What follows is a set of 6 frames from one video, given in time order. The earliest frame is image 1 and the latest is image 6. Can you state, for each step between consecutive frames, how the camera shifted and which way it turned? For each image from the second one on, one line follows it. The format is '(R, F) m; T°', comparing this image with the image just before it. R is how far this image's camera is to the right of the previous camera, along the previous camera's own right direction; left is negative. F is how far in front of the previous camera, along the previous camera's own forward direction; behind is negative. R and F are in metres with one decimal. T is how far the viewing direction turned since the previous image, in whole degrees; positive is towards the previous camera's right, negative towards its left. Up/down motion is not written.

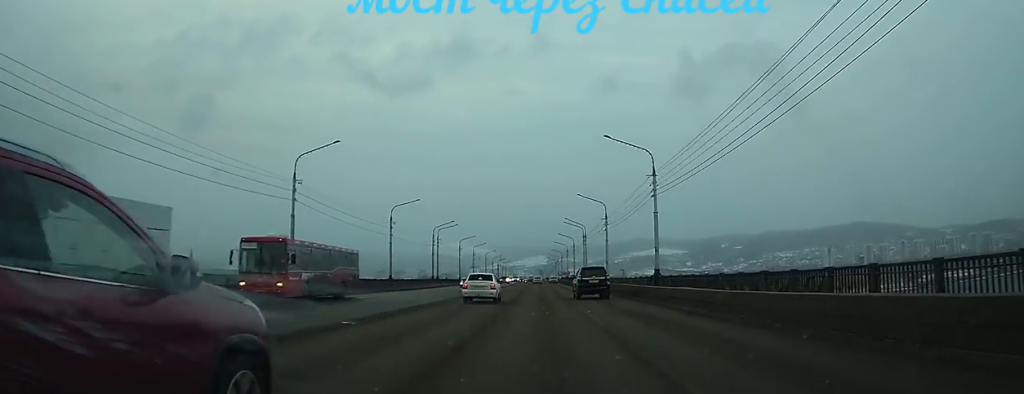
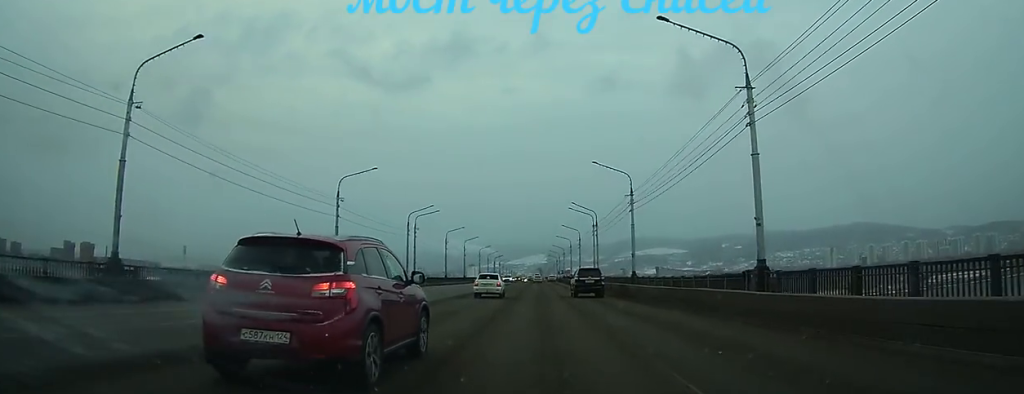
(-0.1, +19.6) m; 0°
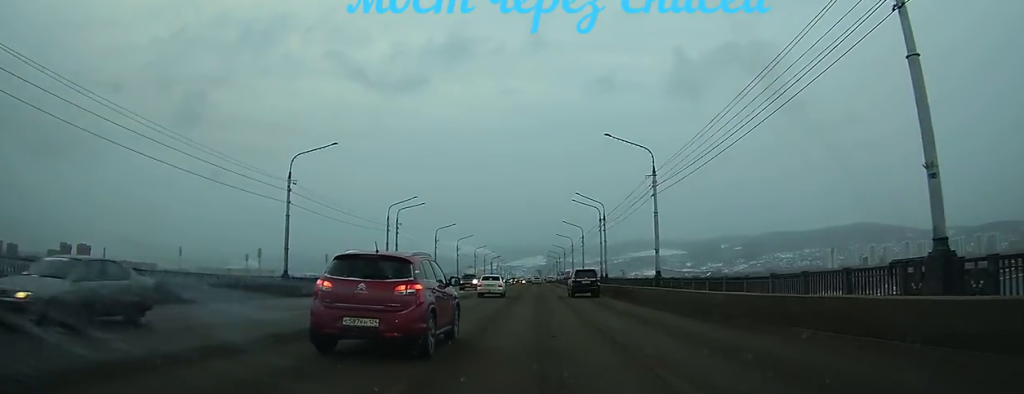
(+0.1, +10.5) m; 0°
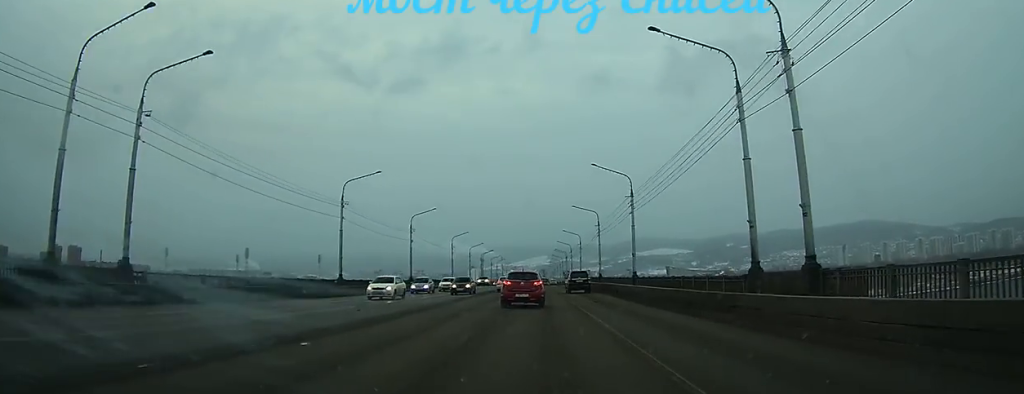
(-0.4, +51.2) m; -1°
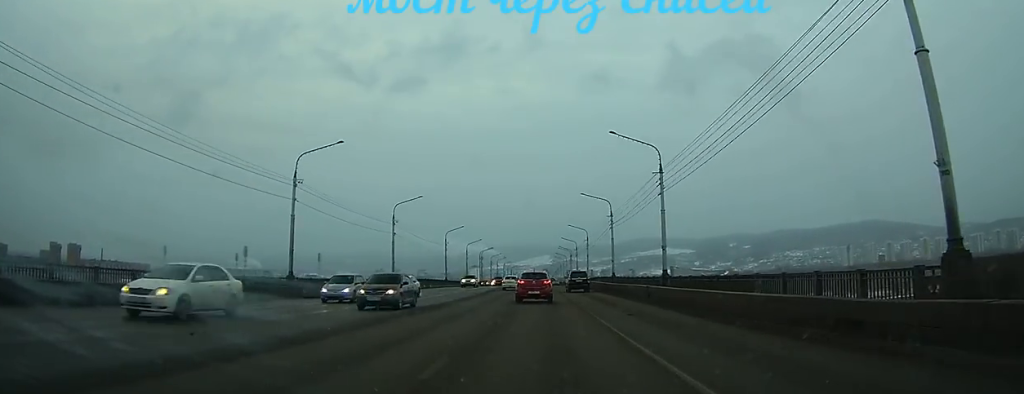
(0.0, +11.5) m; 0°
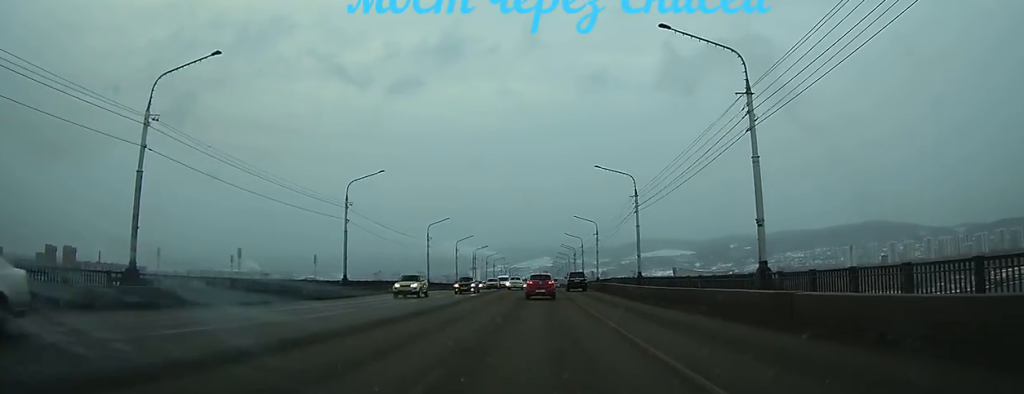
(0.0, +17.9) m; -1°
